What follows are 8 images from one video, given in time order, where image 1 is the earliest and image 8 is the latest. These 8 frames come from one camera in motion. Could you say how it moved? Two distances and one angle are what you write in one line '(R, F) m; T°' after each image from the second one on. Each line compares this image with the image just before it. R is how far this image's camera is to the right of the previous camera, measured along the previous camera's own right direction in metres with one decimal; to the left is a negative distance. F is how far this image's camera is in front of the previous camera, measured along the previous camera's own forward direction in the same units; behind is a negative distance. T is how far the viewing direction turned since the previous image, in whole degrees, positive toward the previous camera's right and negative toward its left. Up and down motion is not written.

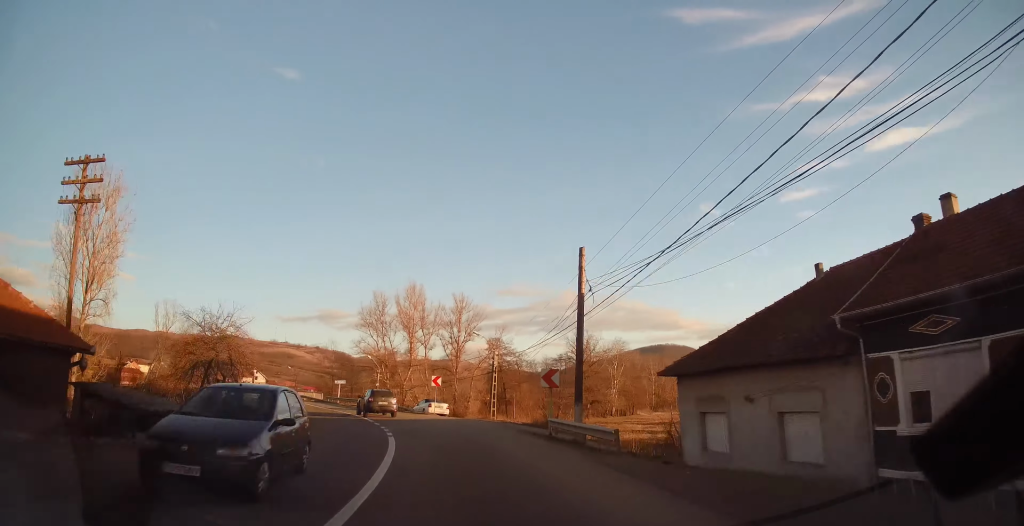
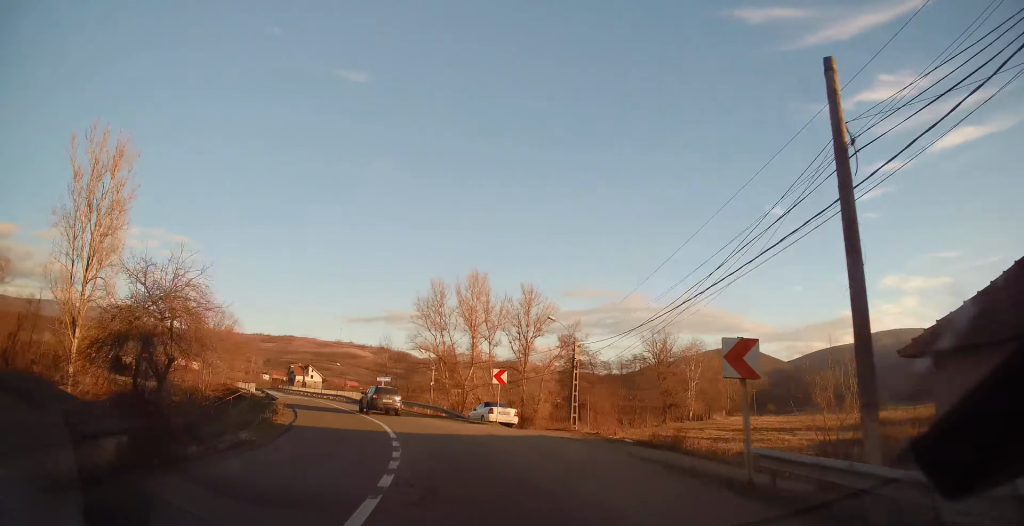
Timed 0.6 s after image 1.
(-0.2, +10.5) m; -6°
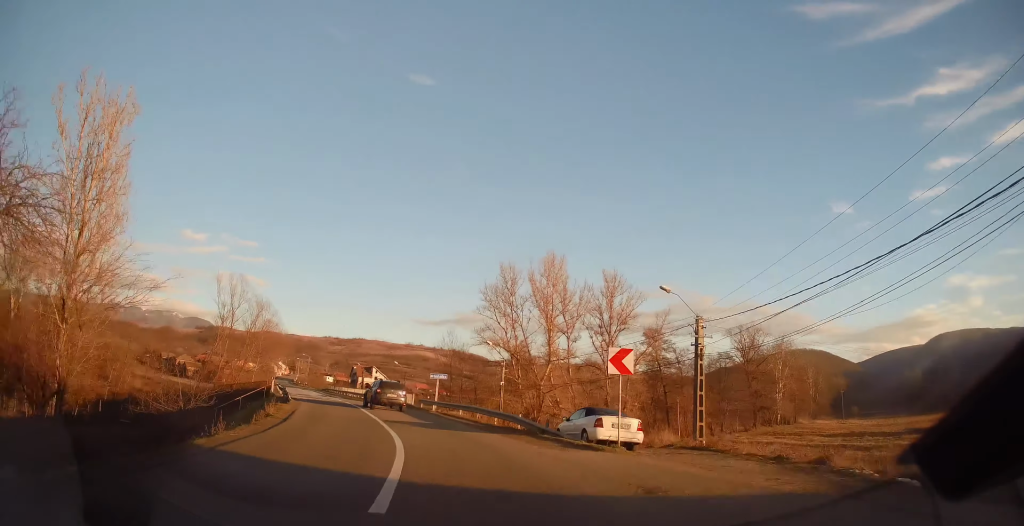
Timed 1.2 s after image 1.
(-1.0, +10.8) m; -8°
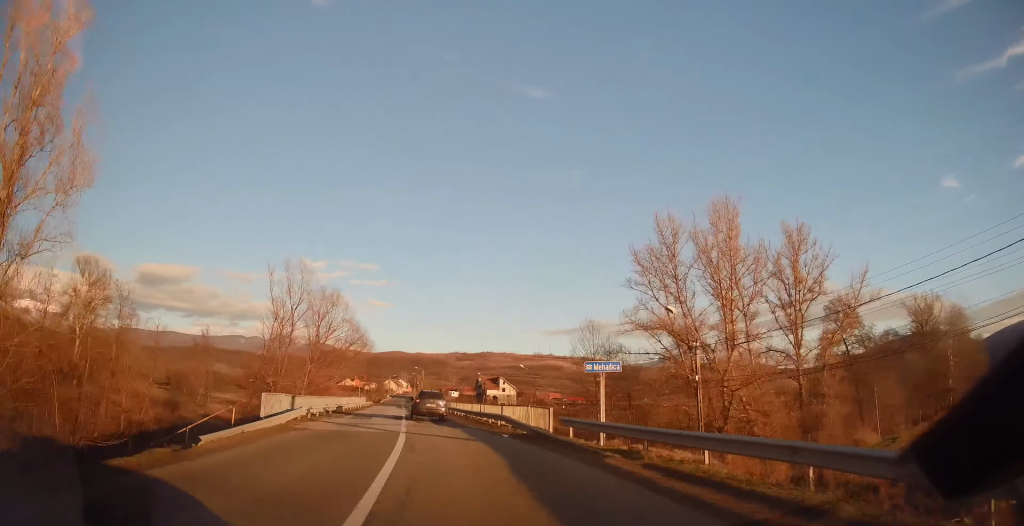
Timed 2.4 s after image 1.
(-2.2, +19.8) m; -10°
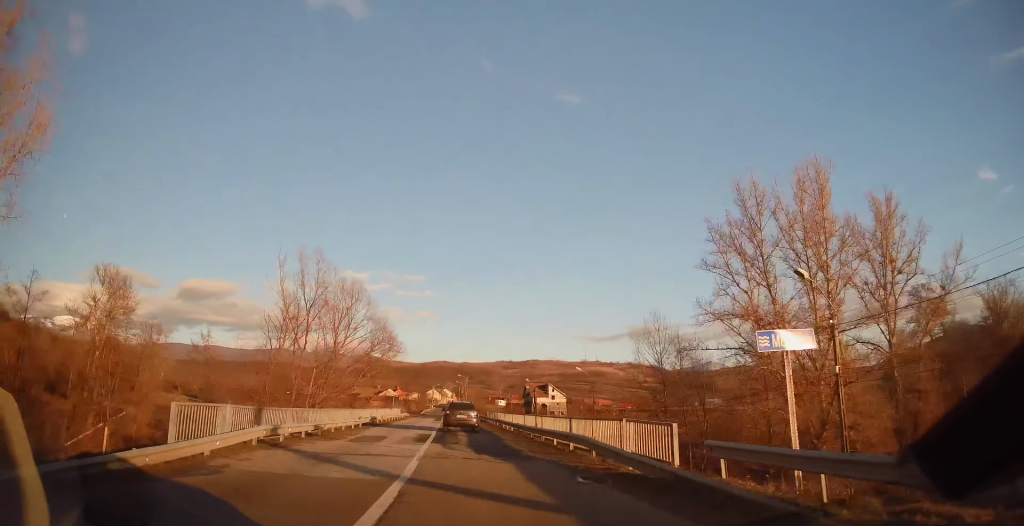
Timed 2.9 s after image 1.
(-0.3, +8.7) m; -2°
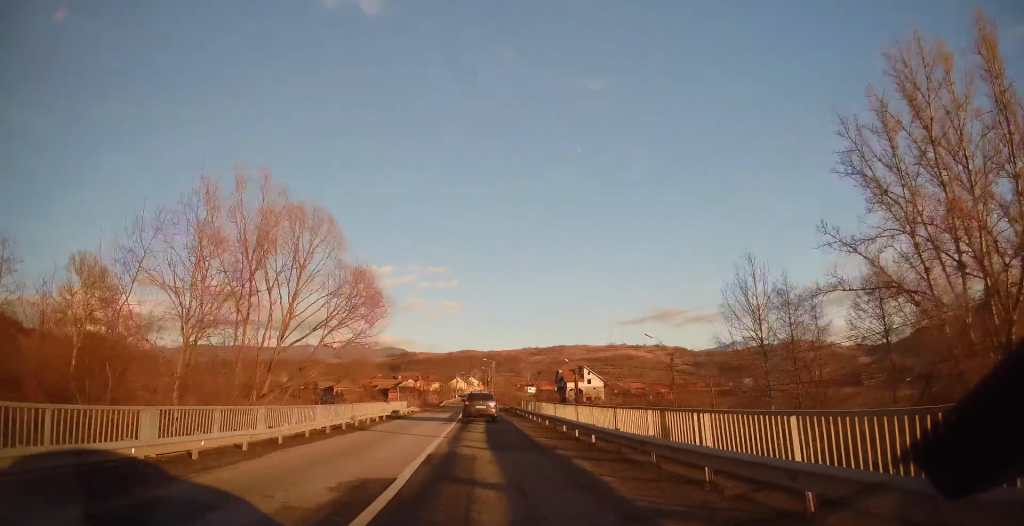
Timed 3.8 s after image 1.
(-0.5, +16.4) m; -3°
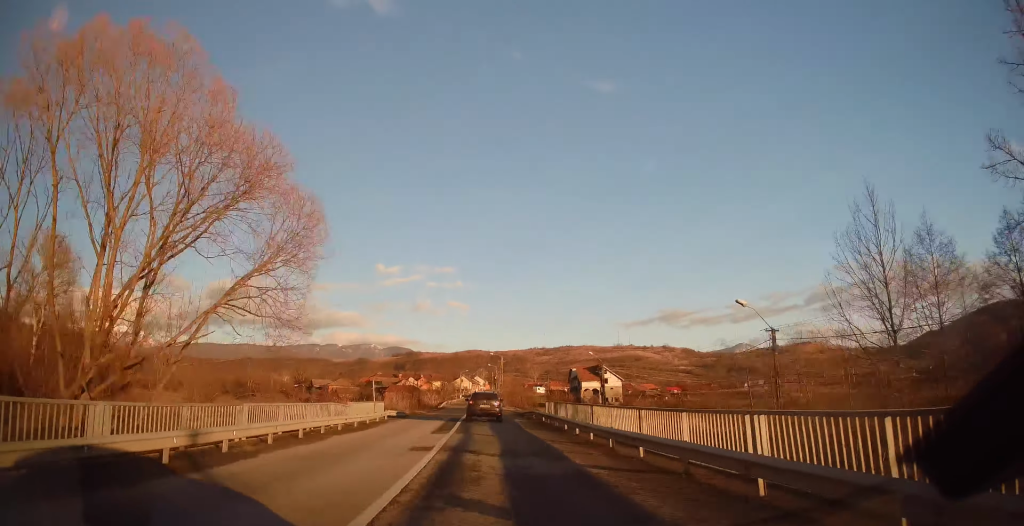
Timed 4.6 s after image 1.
(-0.3, +13.7) m; -1°
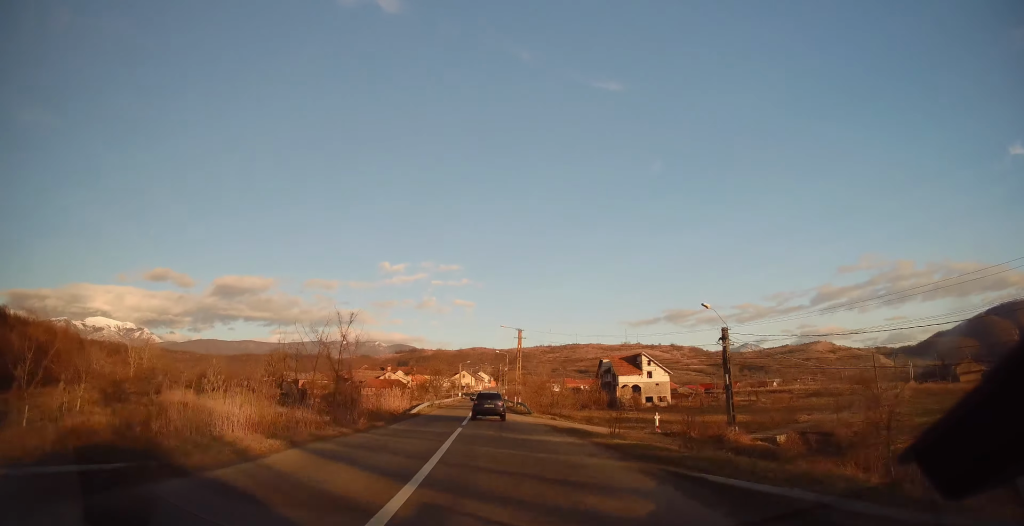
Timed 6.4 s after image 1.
(0.0, +34.0) m; +1°
